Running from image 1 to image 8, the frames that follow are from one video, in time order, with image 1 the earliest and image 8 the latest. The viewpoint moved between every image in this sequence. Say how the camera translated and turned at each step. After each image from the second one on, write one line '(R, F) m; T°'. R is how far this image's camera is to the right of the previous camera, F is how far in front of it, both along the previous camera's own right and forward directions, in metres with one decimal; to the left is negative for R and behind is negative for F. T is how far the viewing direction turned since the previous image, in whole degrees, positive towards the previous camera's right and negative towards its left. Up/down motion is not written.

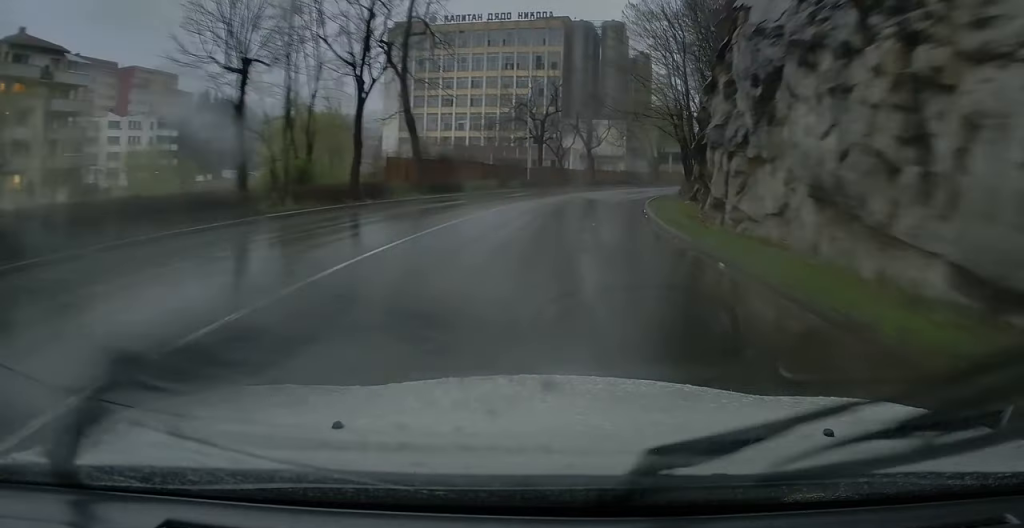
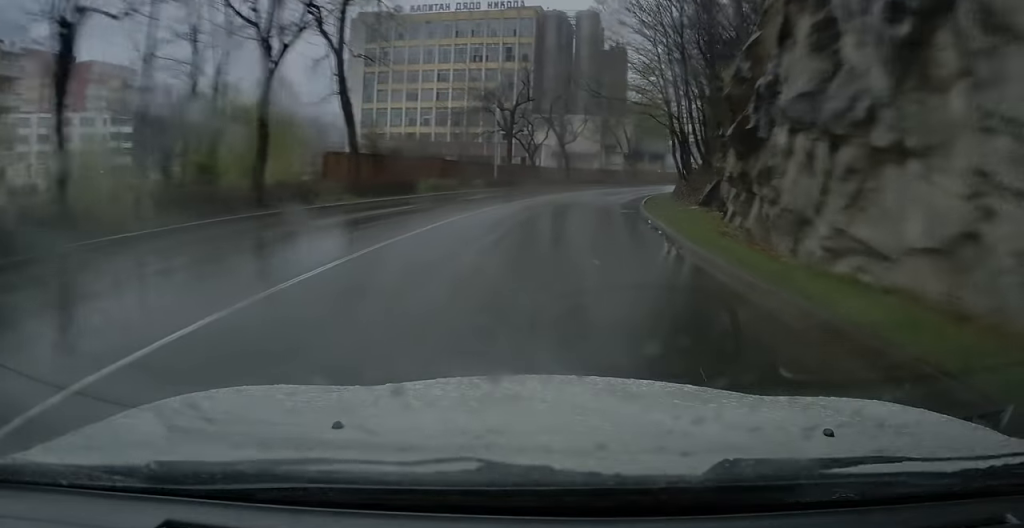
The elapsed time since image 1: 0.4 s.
(+0.3, +6.7) m; +3°
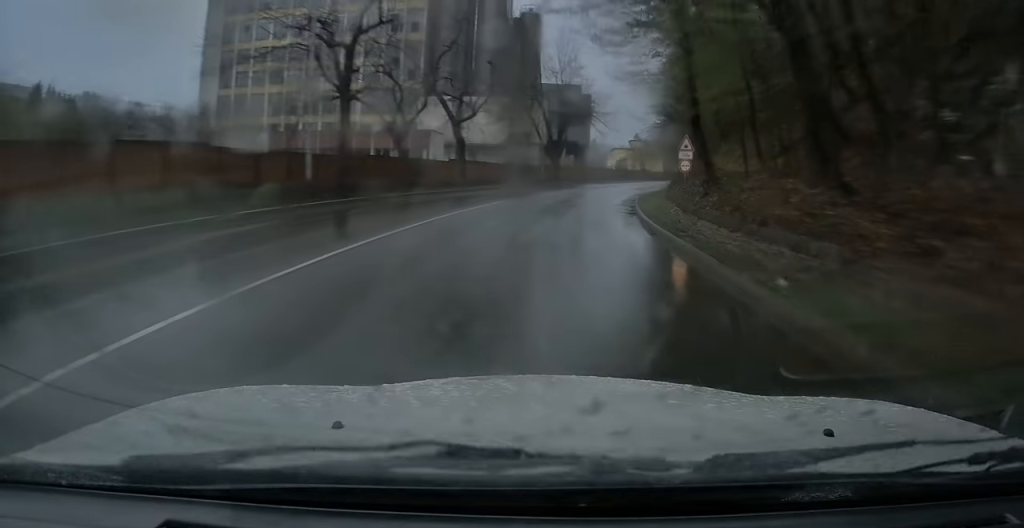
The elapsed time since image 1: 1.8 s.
(+1.8, +24.2) m; +9°
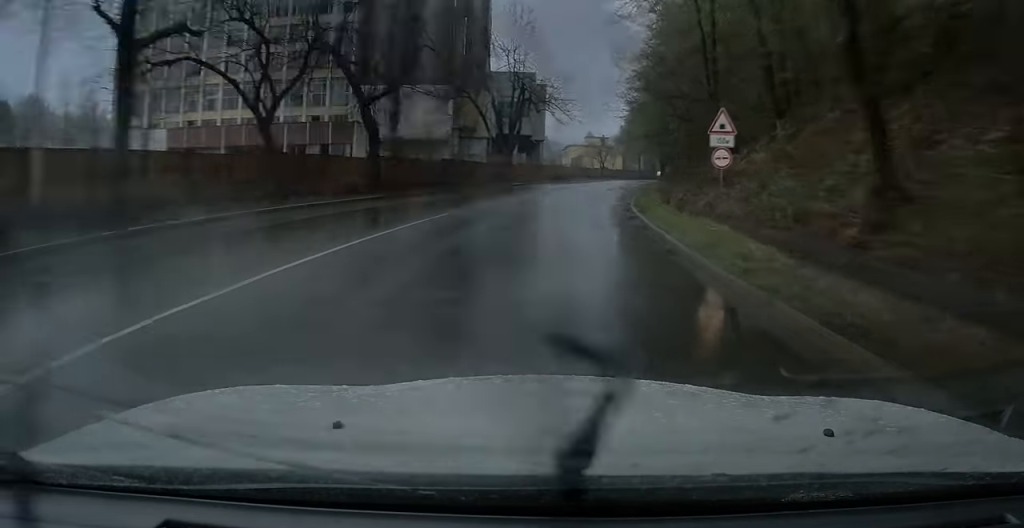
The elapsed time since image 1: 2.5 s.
(+0.5, +12.0) m; +3°
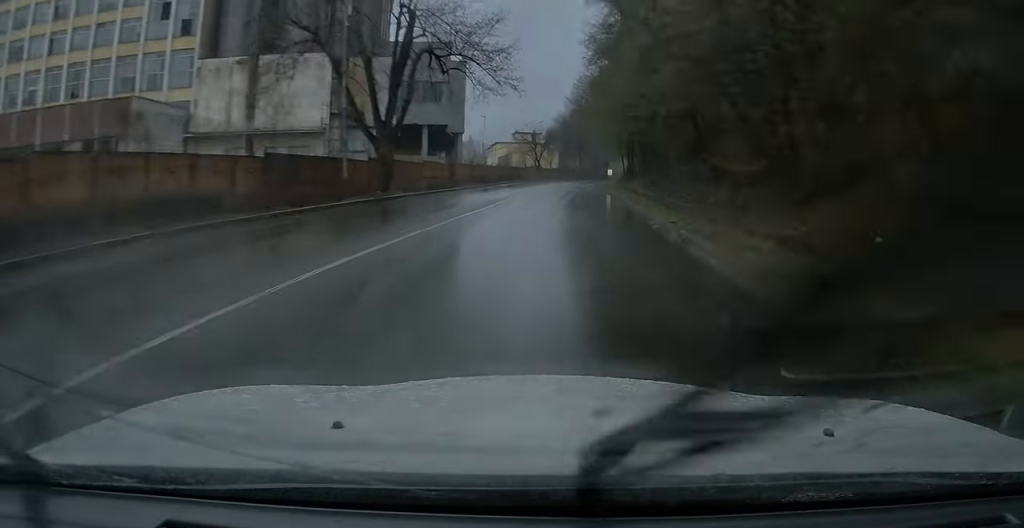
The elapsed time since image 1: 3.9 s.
(+1.1, +24.3) m; +5°
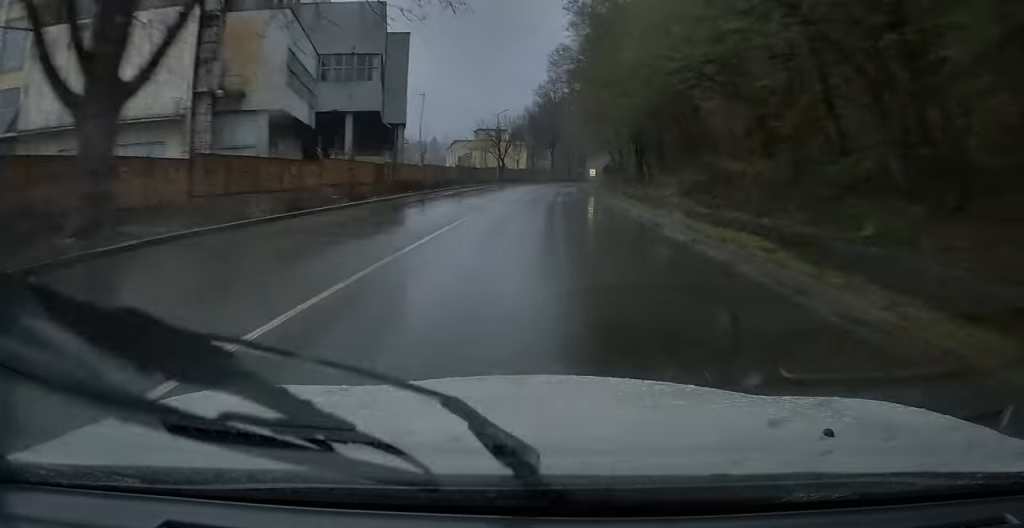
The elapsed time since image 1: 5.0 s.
(+0.4, +19.4) m; +2°
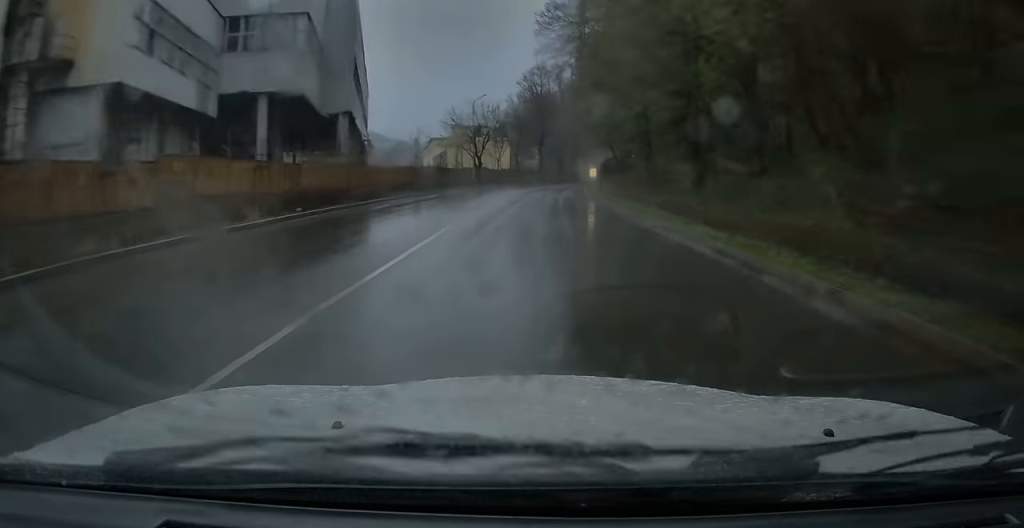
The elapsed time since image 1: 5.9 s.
(+0.1, +15.8) m; +3°
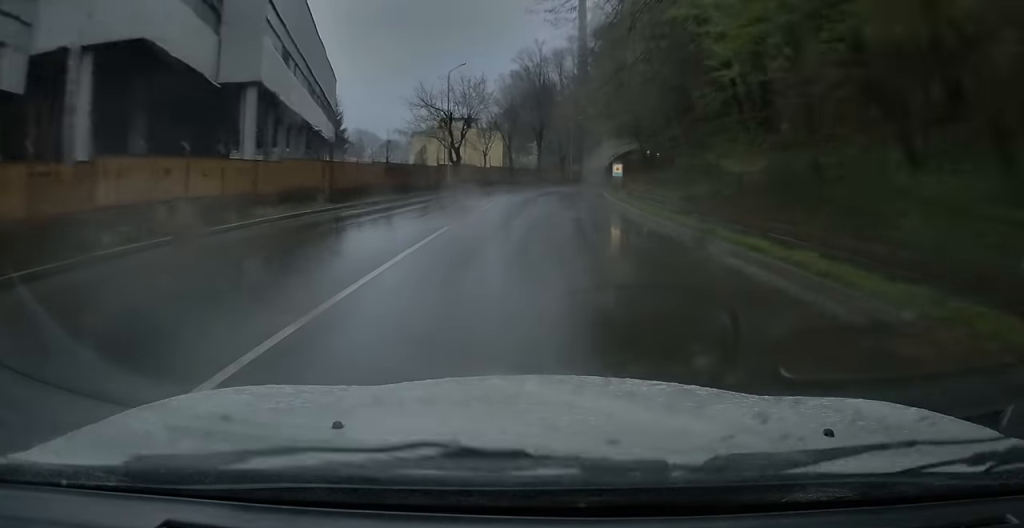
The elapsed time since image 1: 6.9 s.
(+0.7, +17.9) m; +1°
